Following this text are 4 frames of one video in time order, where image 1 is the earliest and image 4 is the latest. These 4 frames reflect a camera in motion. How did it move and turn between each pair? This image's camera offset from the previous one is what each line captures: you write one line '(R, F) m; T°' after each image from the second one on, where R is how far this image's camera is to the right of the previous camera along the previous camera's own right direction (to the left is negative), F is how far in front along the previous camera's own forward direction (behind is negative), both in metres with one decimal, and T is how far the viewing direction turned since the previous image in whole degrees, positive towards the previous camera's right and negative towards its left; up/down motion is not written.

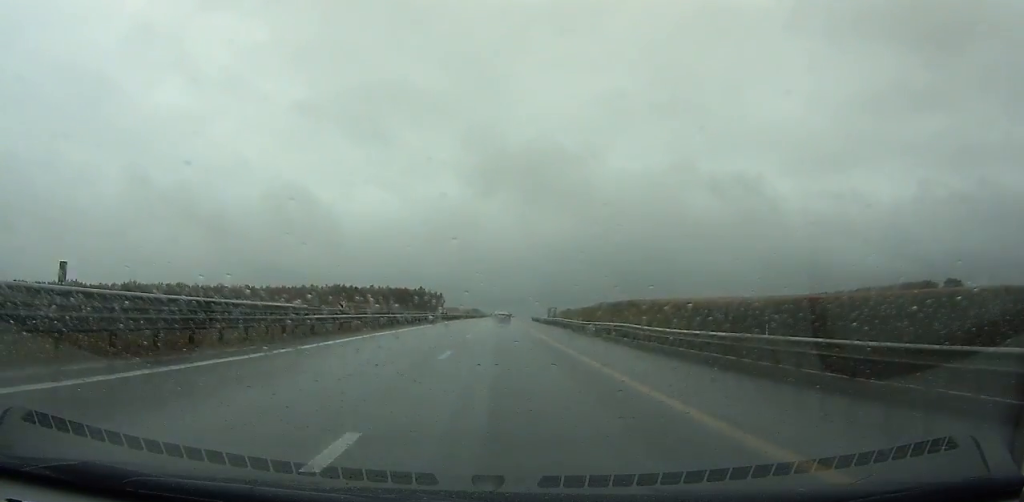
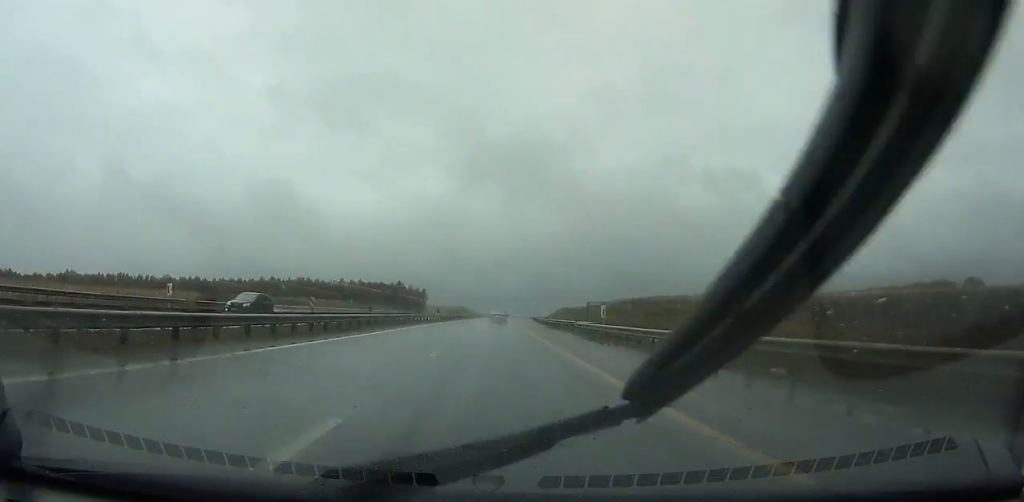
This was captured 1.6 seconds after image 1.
(+0.4, +46.9) m; +1°
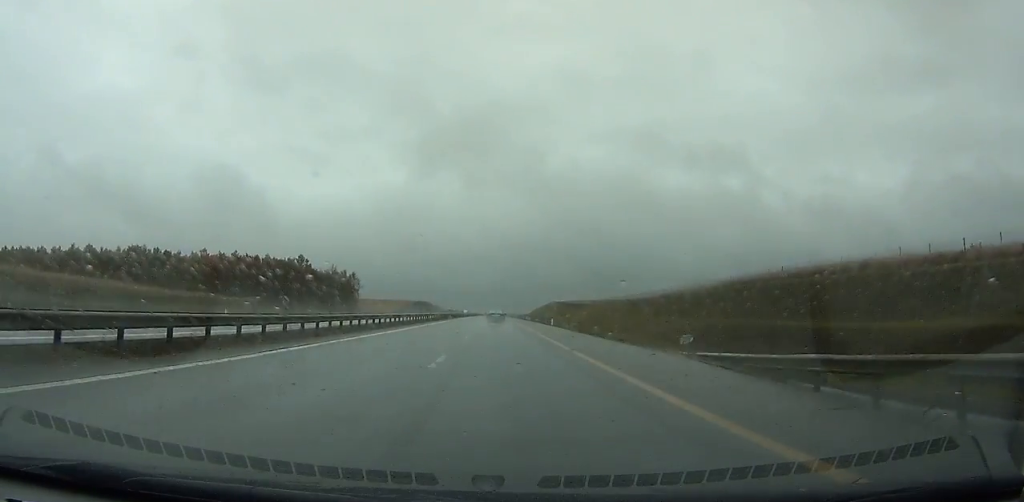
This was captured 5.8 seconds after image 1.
(+2.3, +121.4) m; +2°
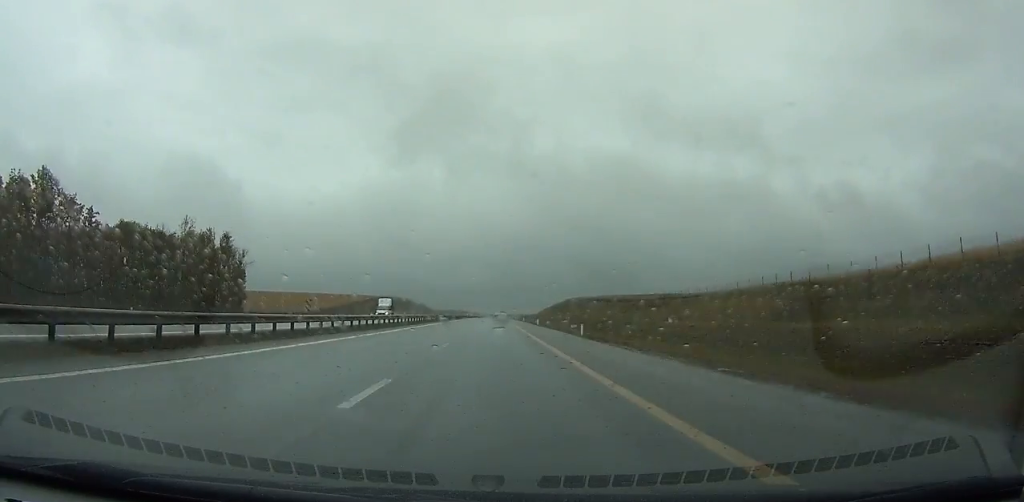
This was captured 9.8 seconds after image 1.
(+1.4, +113.8) m; +1°
